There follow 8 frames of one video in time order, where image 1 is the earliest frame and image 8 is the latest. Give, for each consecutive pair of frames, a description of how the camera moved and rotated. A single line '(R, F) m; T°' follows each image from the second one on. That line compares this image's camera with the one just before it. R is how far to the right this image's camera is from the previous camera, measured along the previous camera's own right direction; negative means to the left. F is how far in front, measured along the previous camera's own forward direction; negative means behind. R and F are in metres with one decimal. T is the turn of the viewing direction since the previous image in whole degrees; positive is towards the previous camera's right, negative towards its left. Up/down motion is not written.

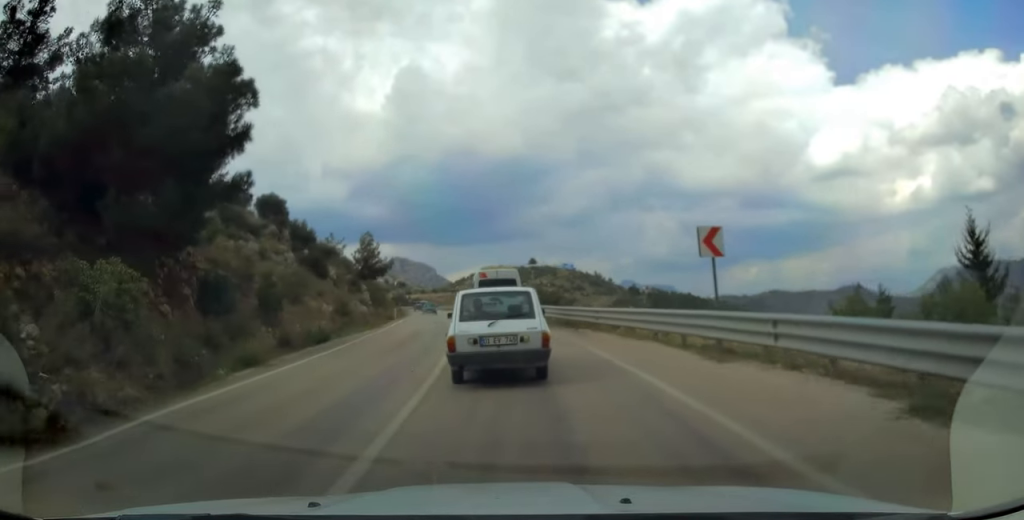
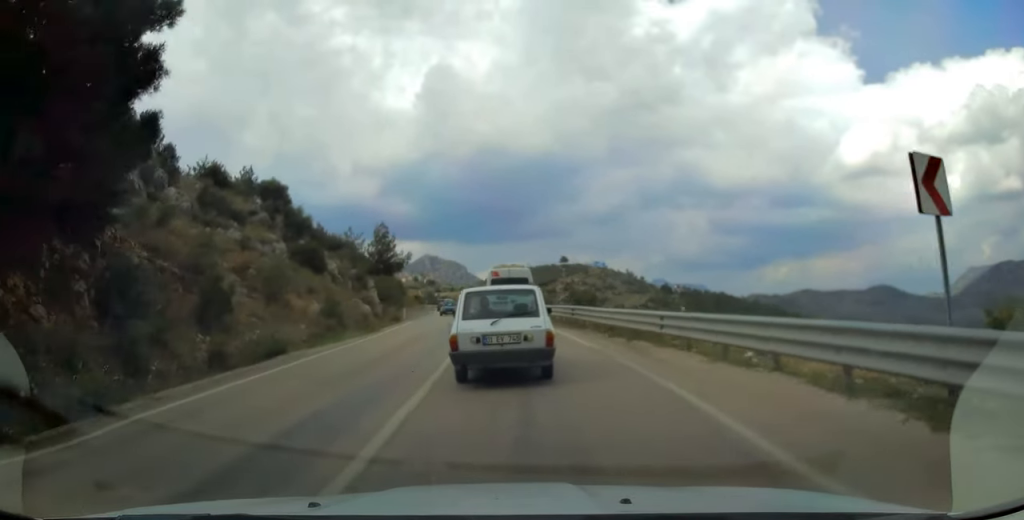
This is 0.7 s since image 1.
(-0.1, +6.5) m; -2°
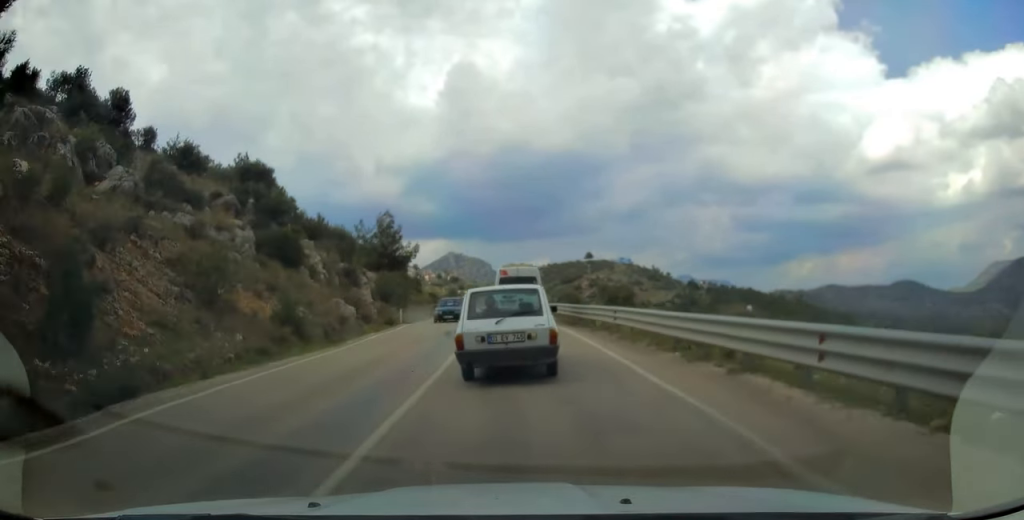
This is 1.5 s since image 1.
(-0.2, +7.2) m; -3°
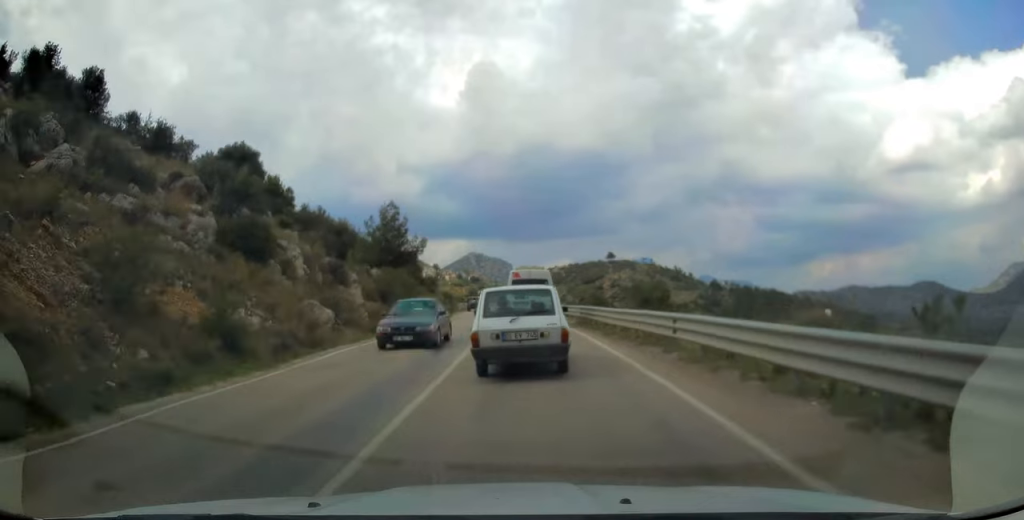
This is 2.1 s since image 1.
(-0.2, +5.7) m; -3°
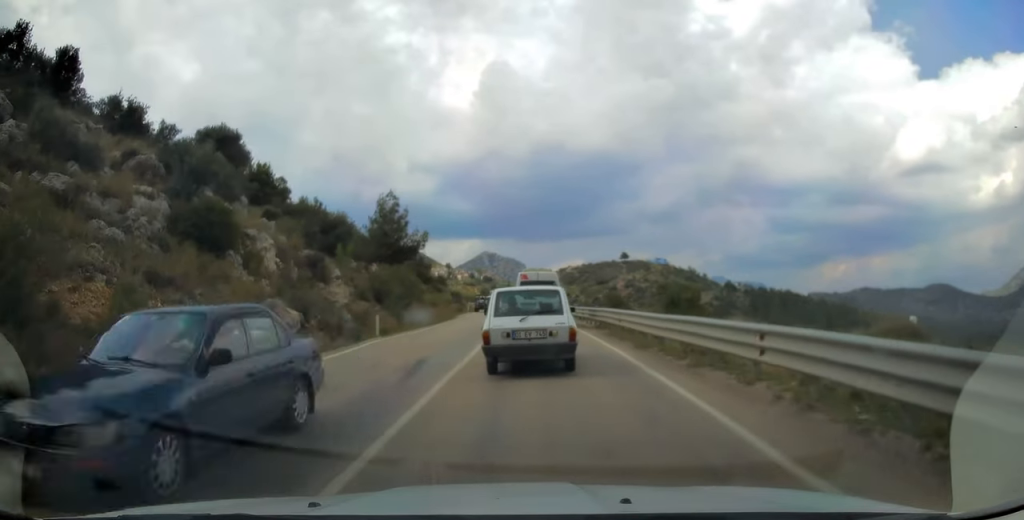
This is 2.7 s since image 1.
(-0.1, +4.5) m; -2°
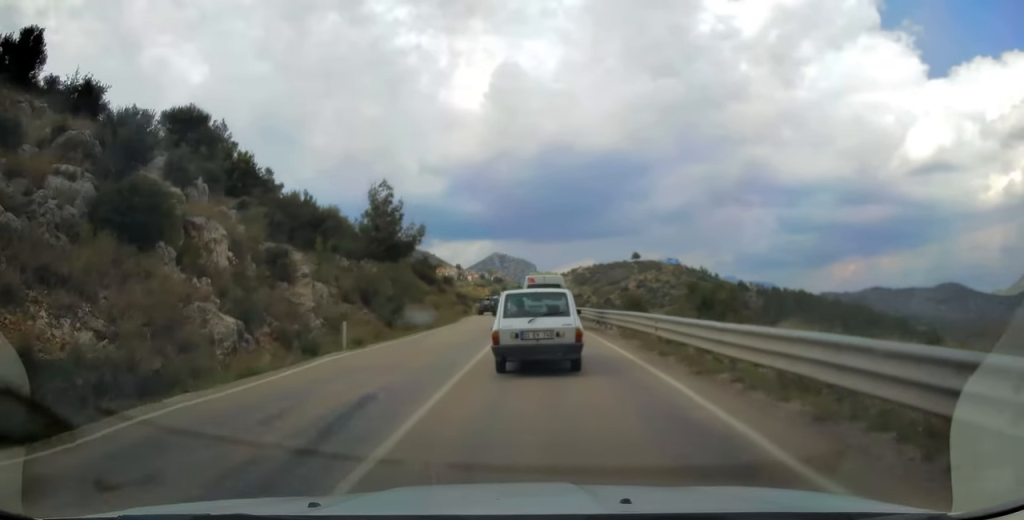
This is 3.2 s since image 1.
(-0.1, +4.4) m; -1°
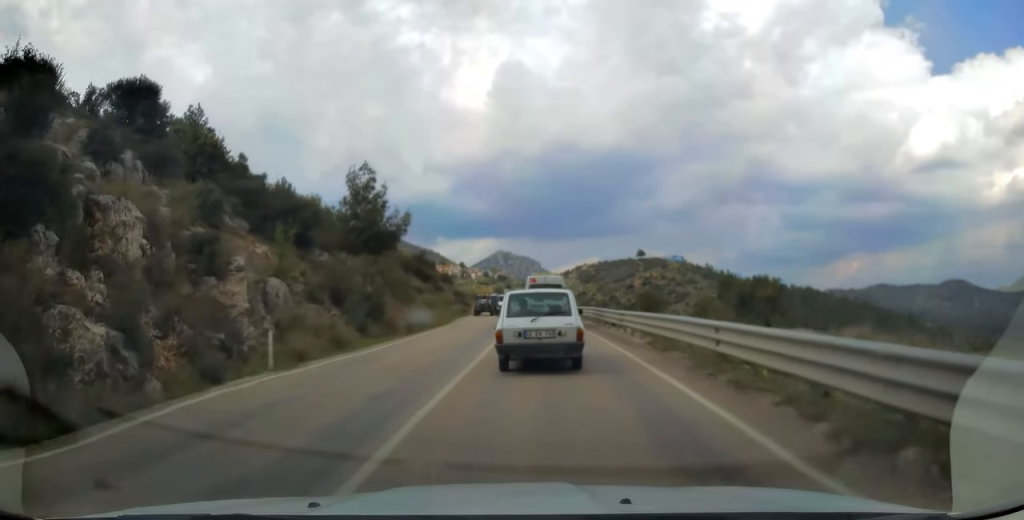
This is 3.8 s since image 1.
(-0.1, +4.9) m; -1°
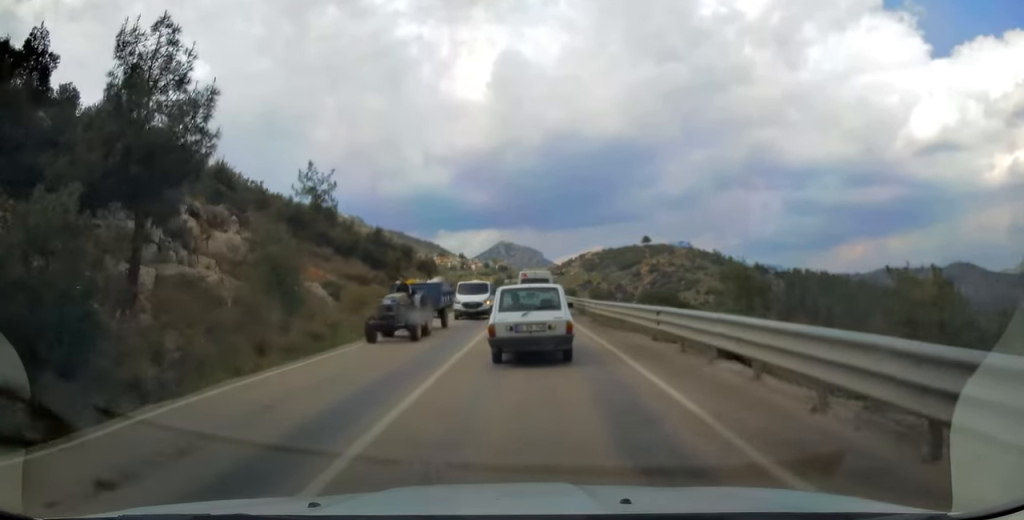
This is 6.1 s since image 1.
(+0.4, +20.0) m; +2°
